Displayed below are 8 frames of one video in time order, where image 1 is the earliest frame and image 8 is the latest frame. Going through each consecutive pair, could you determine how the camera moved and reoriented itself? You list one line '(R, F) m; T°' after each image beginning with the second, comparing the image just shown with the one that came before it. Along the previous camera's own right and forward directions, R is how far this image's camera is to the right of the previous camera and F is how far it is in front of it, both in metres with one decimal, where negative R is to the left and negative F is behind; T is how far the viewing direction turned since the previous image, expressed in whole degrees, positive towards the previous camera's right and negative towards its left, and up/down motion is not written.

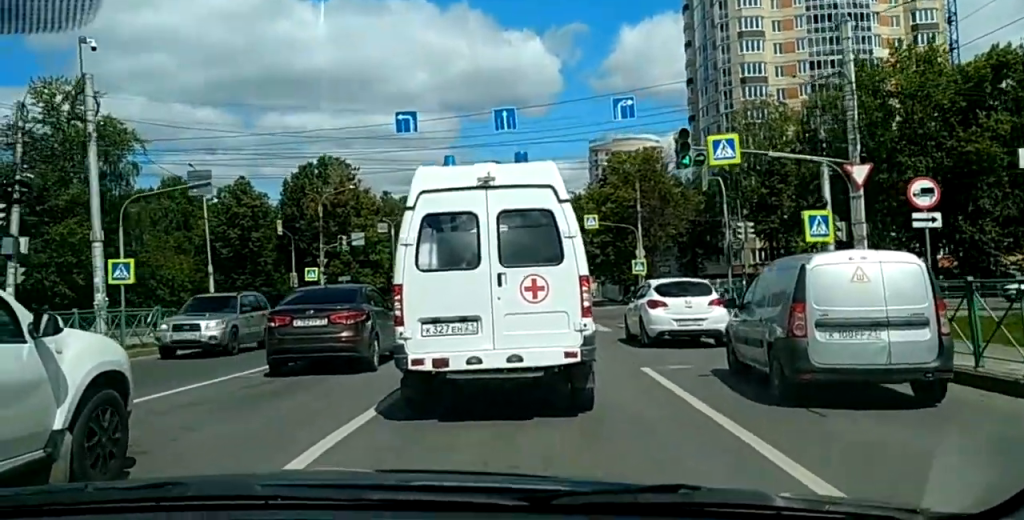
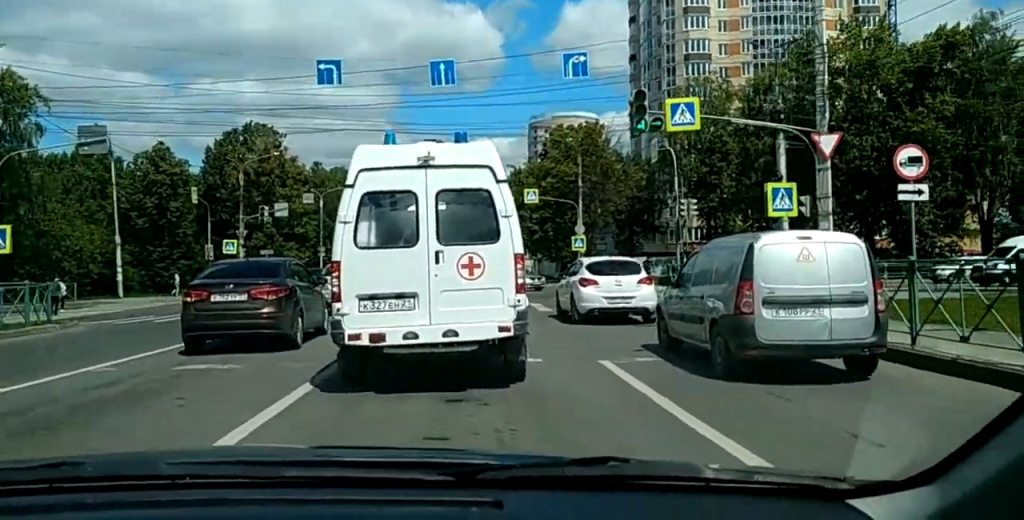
(0.0, +2.4) m; 0°
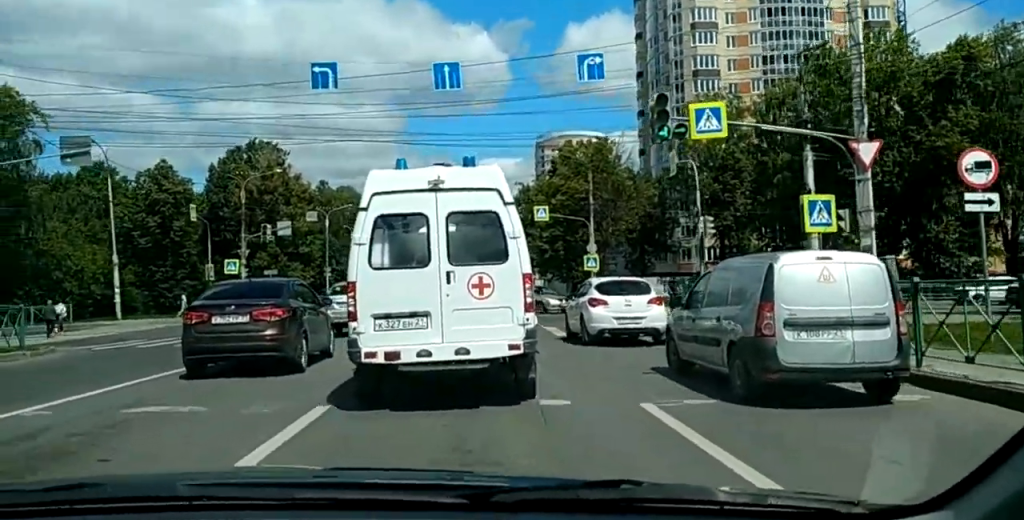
(0.0, +1.8) m; 0°
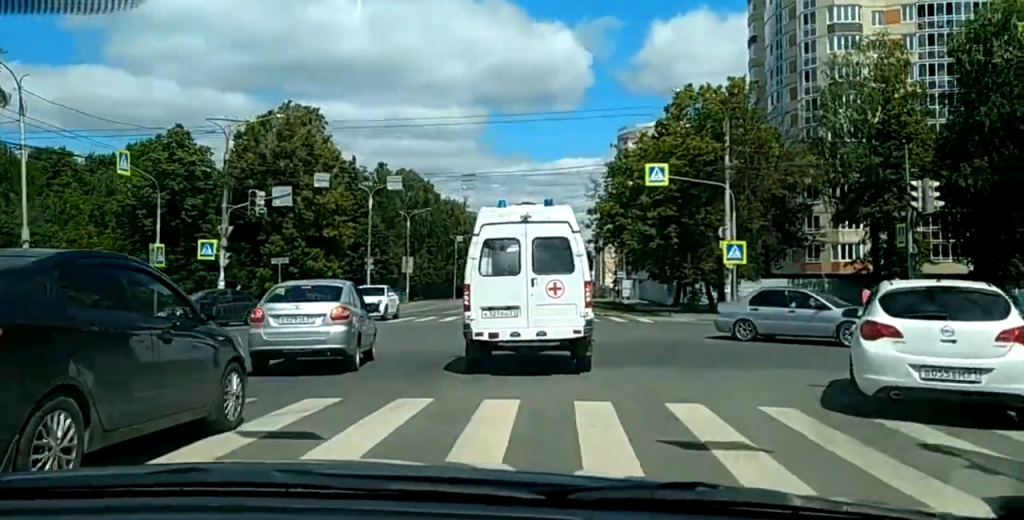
(-0.6, +18.8) m; -6°
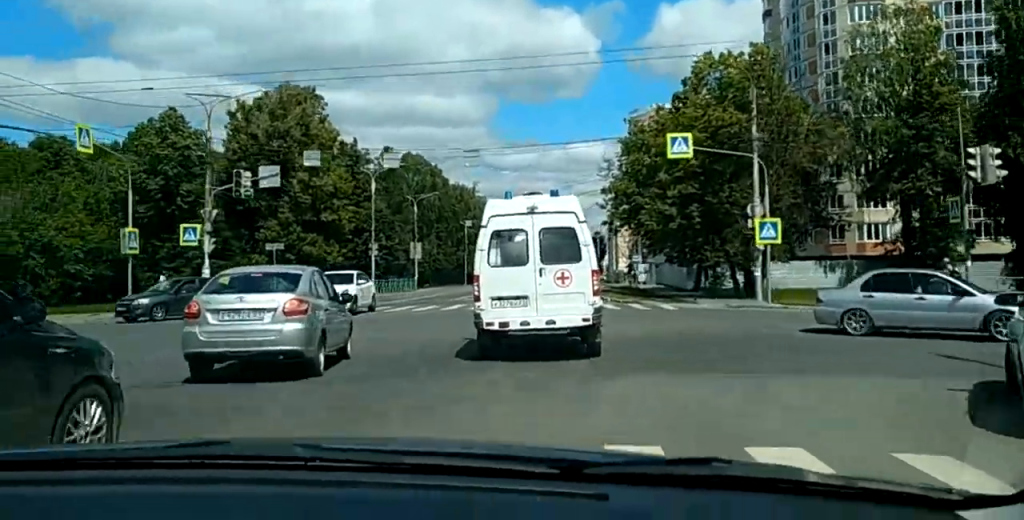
(-0.1, +3.4) m; -1°
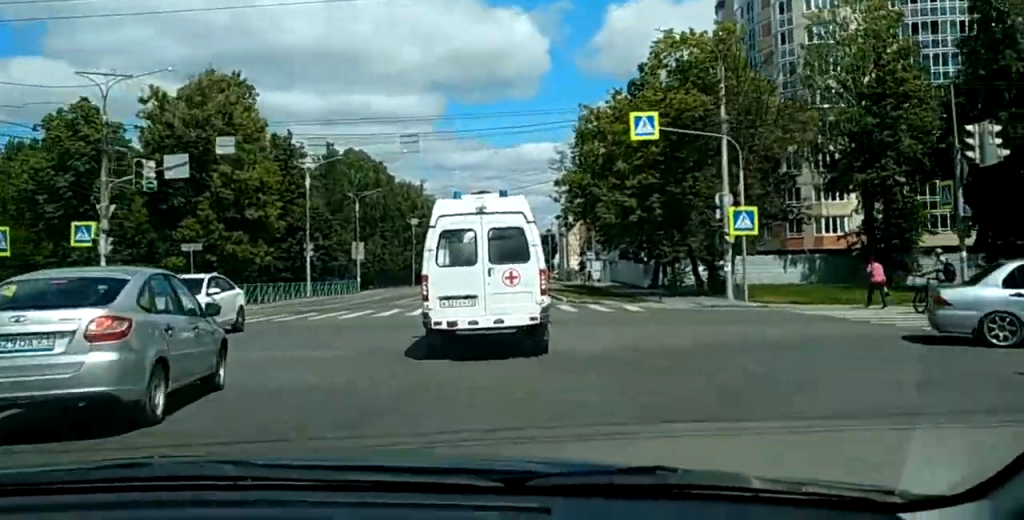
(0.0, +4.0) m; -1°
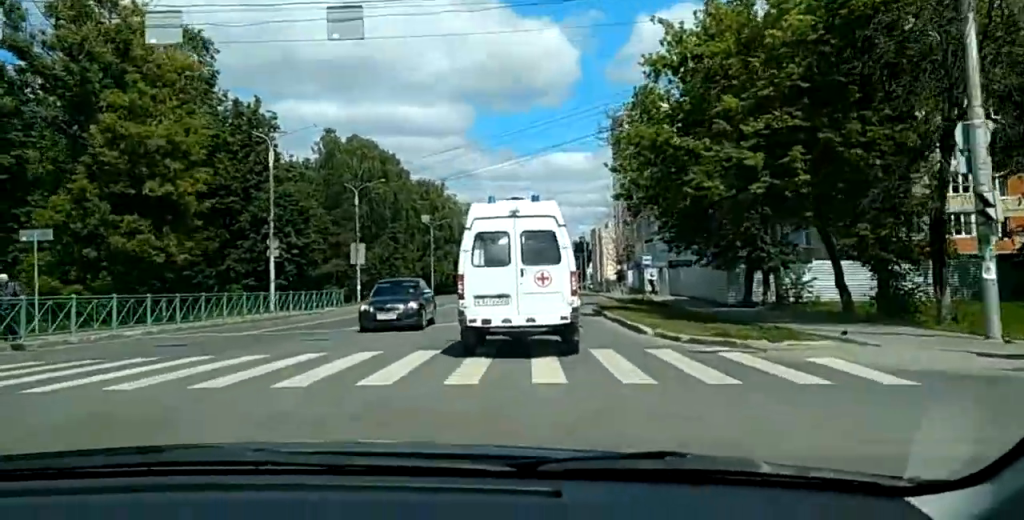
(-0.2, +16.6) m; +1°
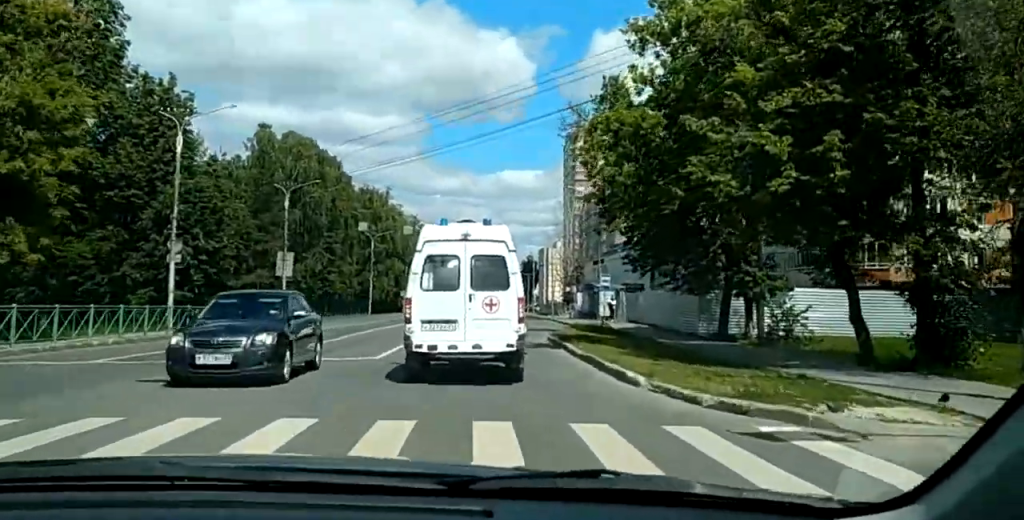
(+0.3, +5.7) m; +1°
